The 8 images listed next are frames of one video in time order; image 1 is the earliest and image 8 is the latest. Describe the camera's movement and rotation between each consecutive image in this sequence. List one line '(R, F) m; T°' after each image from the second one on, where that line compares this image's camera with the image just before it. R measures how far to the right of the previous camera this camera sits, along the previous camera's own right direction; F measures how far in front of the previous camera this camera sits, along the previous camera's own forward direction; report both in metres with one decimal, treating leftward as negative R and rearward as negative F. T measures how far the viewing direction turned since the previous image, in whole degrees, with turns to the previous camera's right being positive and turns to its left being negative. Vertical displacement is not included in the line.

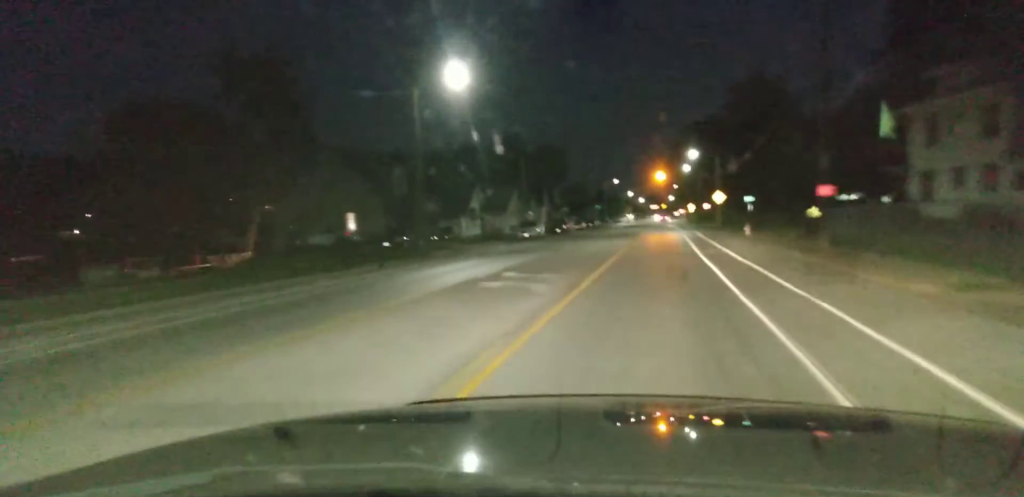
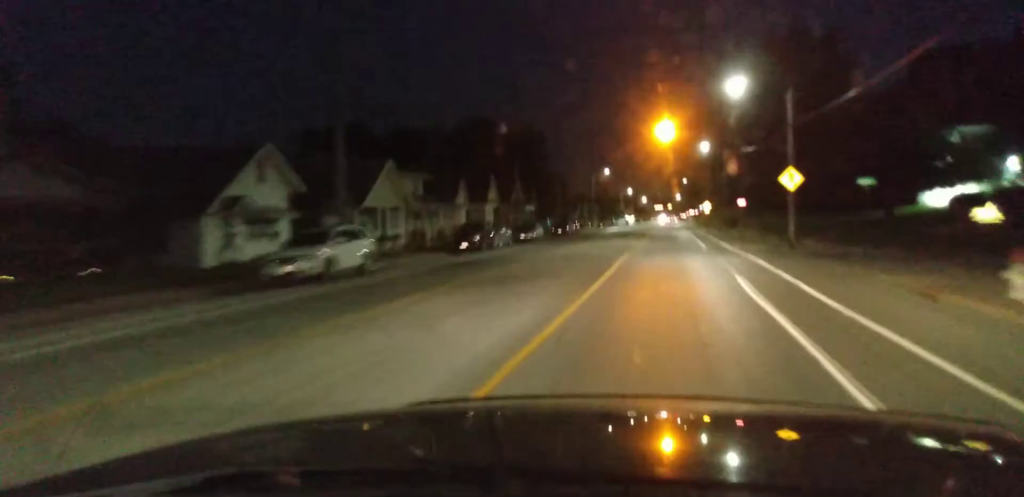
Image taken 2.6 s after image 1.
(-1.0, +41.7) m; -3°
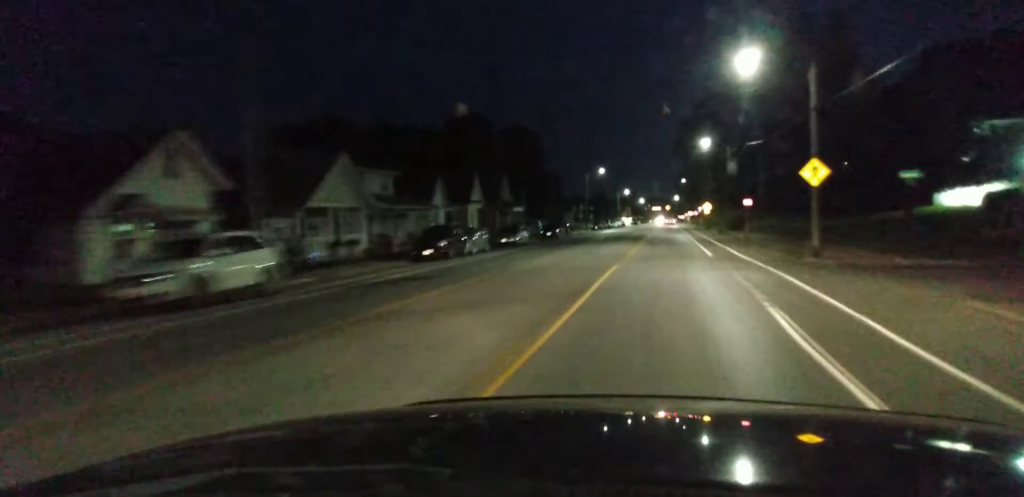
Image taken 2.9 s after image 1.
(0.0, +5.9) m; 0°
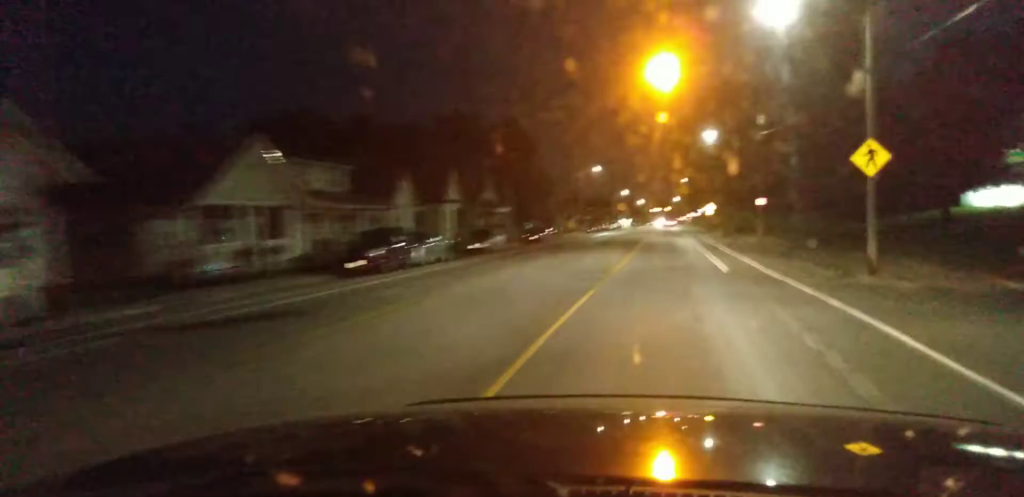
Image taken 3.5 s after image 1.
(-0.2, +9.3) m; 0°
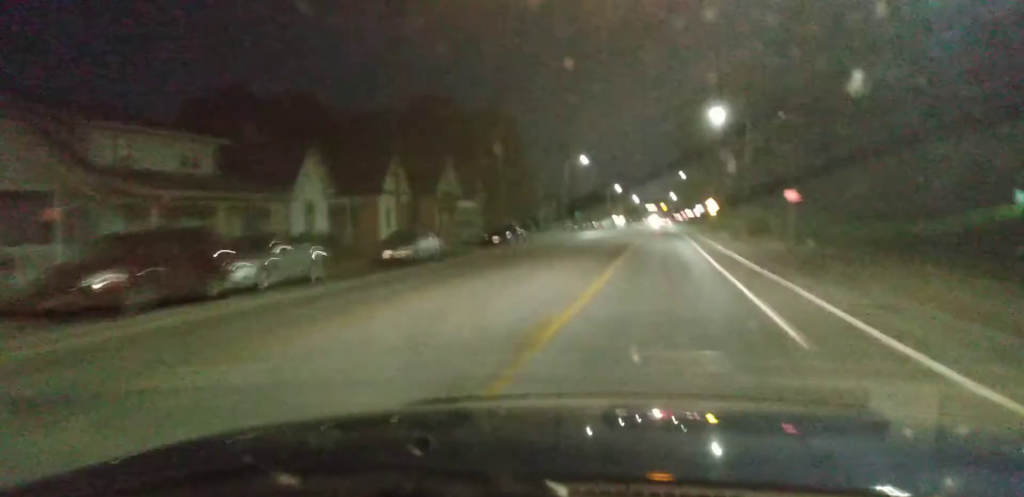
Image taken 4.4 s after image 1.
(+0.1, +14.2) m; +1°
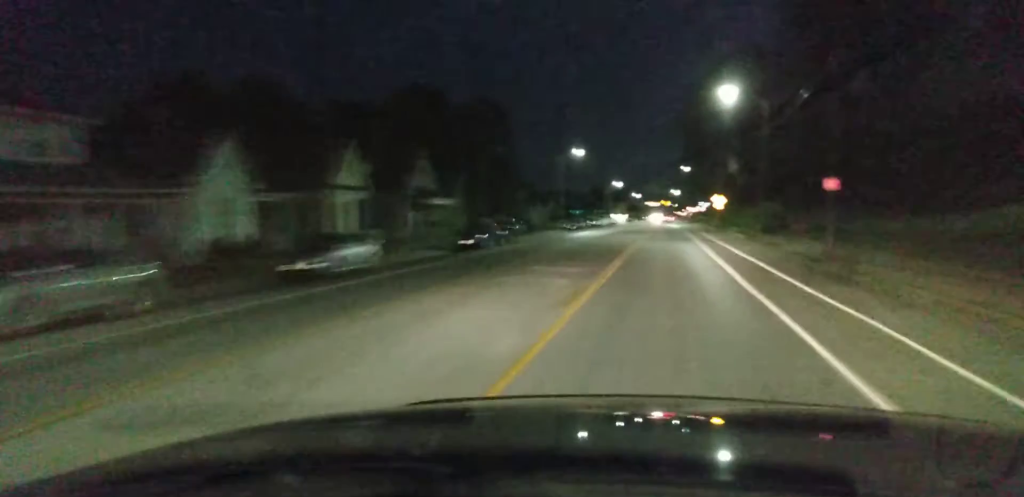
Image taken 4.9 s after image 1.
(+0.1, +7.5) m; +1°
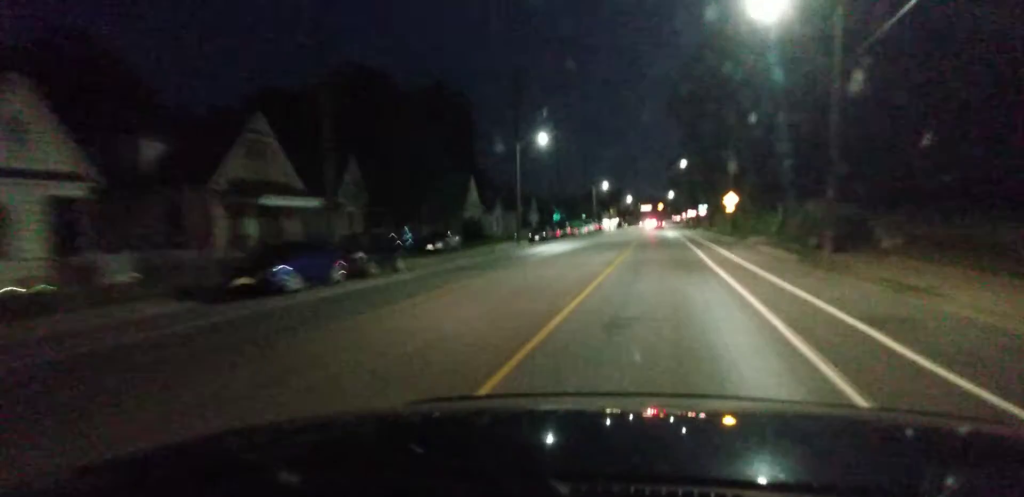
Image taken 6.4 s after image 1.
(+0.3, +23.3) m; +1°
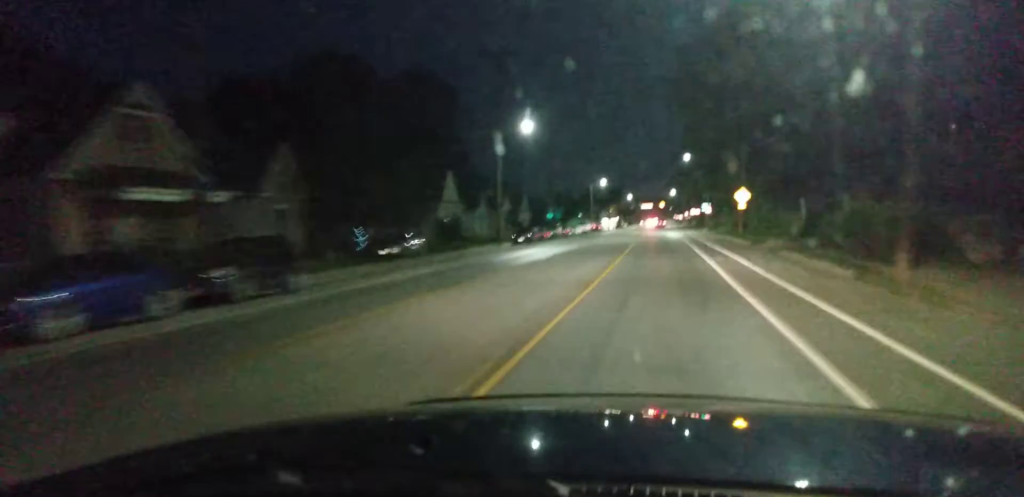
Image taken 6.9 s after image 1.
(+0.1, +8.3) m; 0°
